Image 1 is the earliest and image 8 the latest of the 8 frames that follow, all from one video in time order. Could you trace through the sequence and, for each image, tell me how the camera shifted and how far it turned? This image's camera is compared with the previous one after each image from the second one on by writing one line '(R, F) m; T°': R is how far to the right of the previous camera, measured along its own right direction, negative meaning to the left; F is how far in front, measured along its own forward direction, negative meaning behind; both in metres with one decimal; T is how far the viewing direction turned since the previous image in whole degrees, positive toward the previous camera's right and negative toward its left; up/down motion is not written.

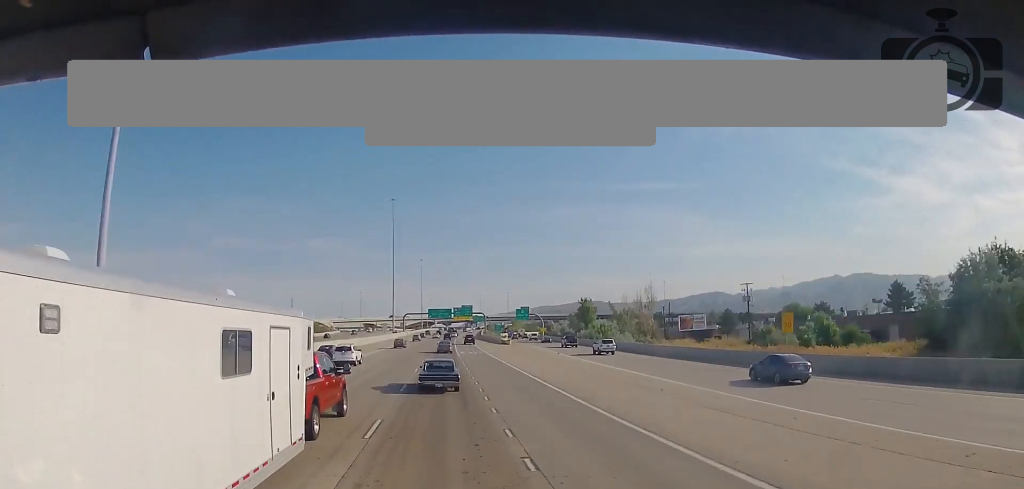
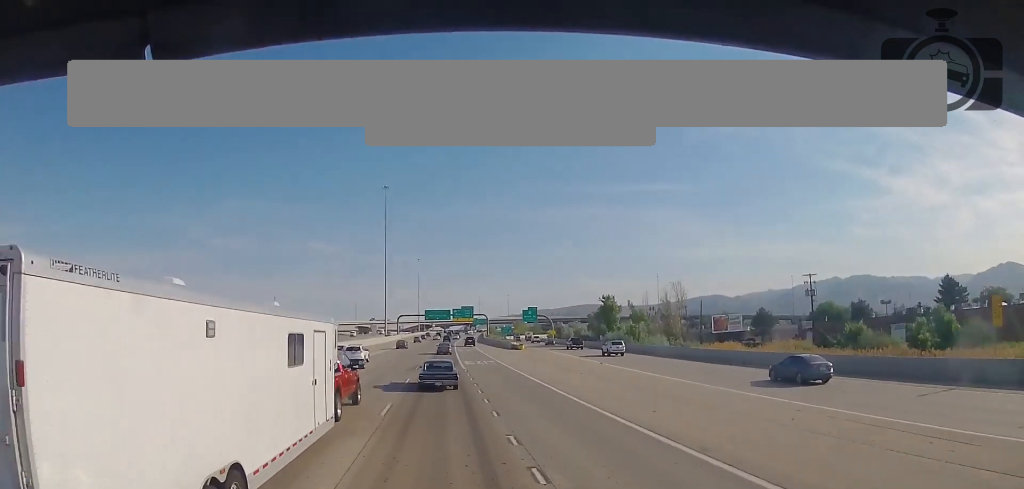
(-0.1, +19.8) m; 0°
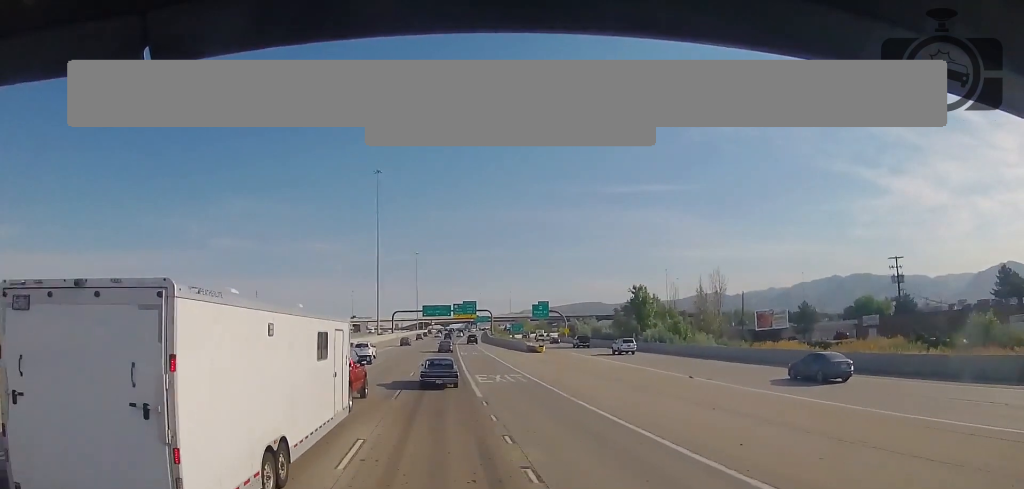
(+0.2, +19.0) m; +1°
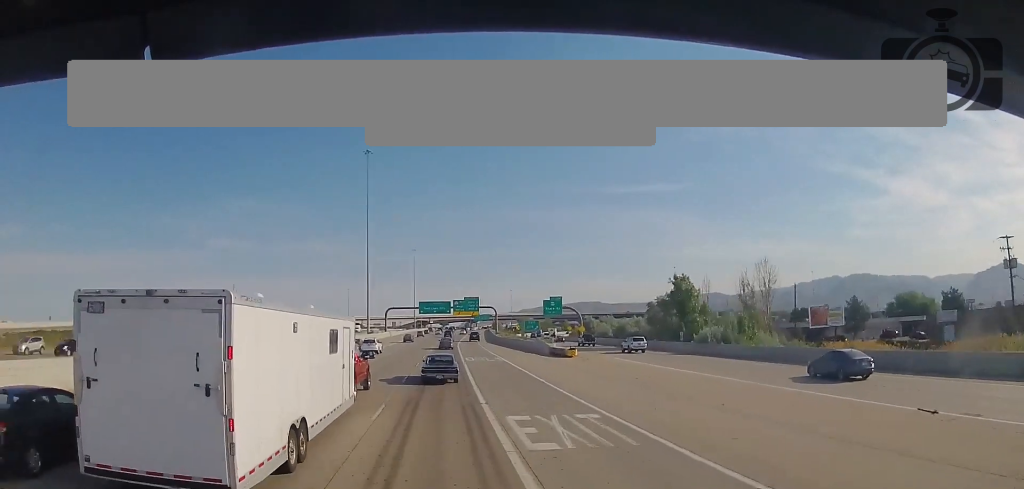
(0.0, +18.3) m; +1°
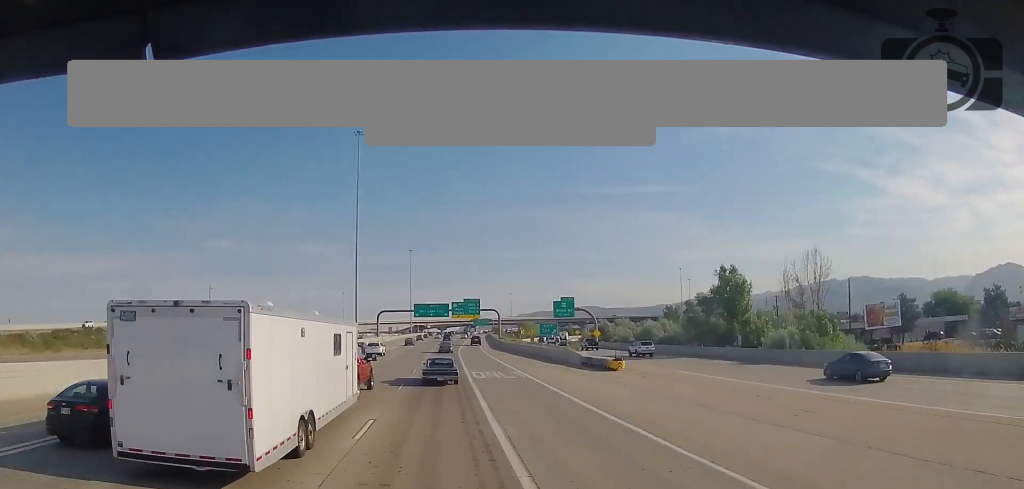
(+0.1, +14.8) m; 0°
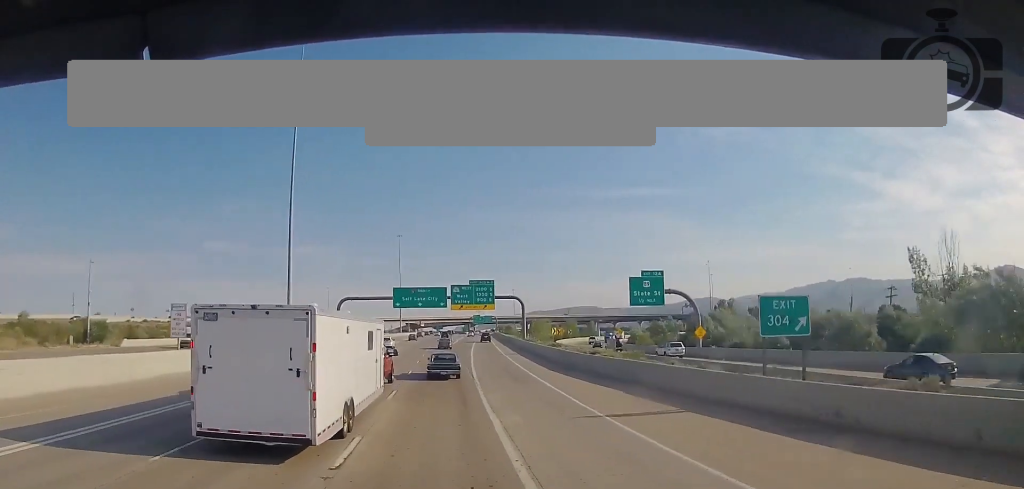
(-0.8, +50.4) m; -1°
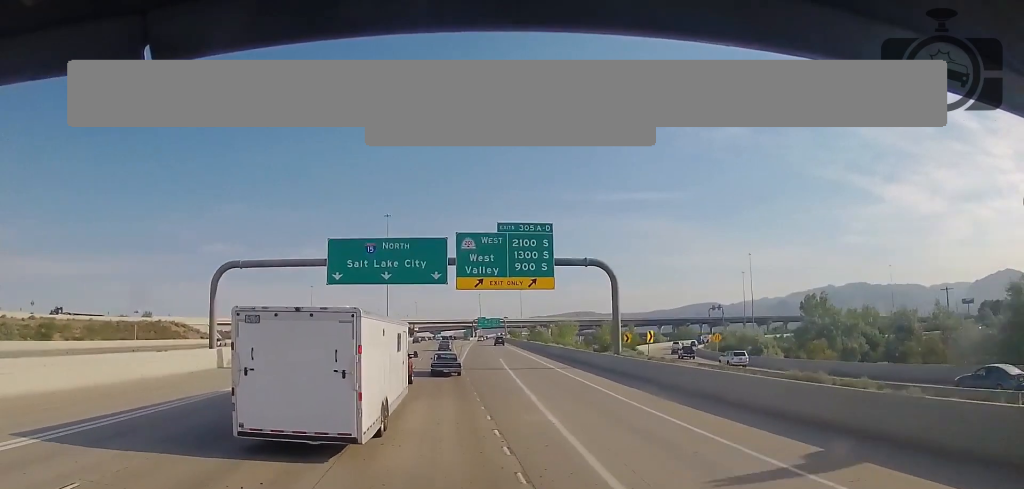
(+0.5, +52.7) m; +1°
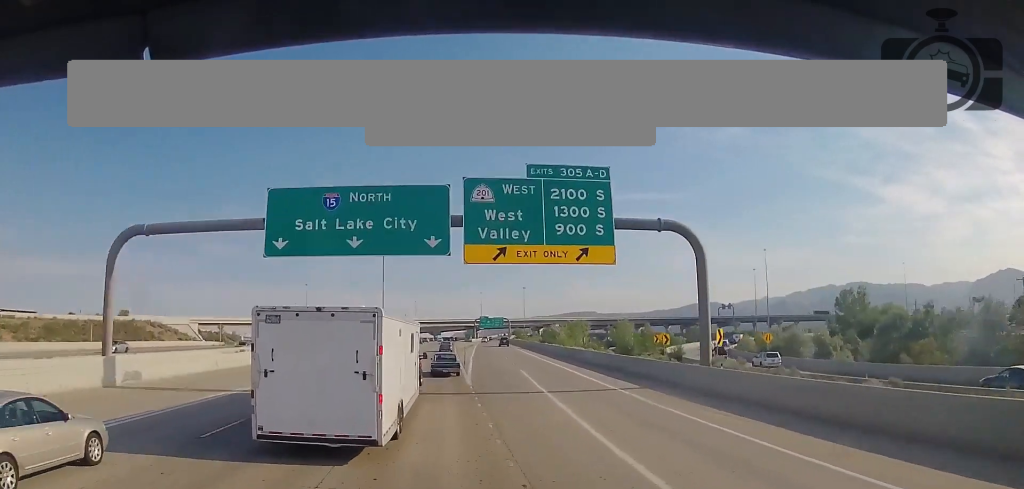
(0.0, +15.5) m; 0°
